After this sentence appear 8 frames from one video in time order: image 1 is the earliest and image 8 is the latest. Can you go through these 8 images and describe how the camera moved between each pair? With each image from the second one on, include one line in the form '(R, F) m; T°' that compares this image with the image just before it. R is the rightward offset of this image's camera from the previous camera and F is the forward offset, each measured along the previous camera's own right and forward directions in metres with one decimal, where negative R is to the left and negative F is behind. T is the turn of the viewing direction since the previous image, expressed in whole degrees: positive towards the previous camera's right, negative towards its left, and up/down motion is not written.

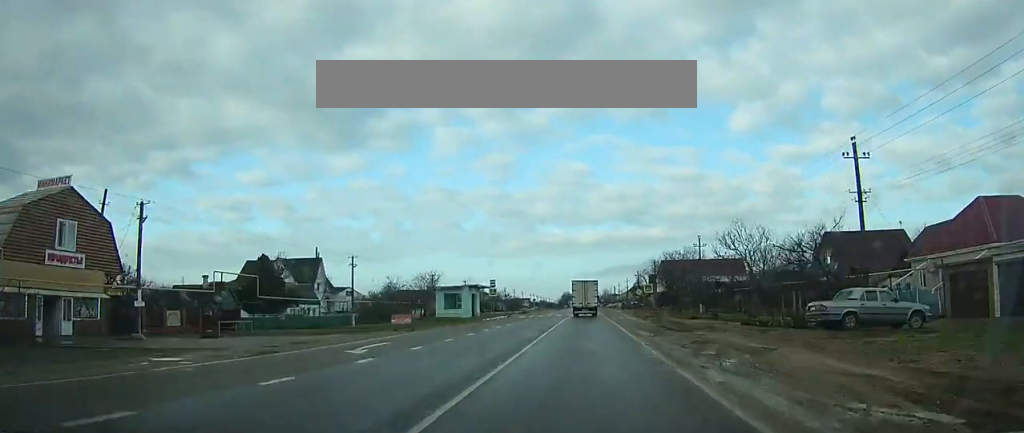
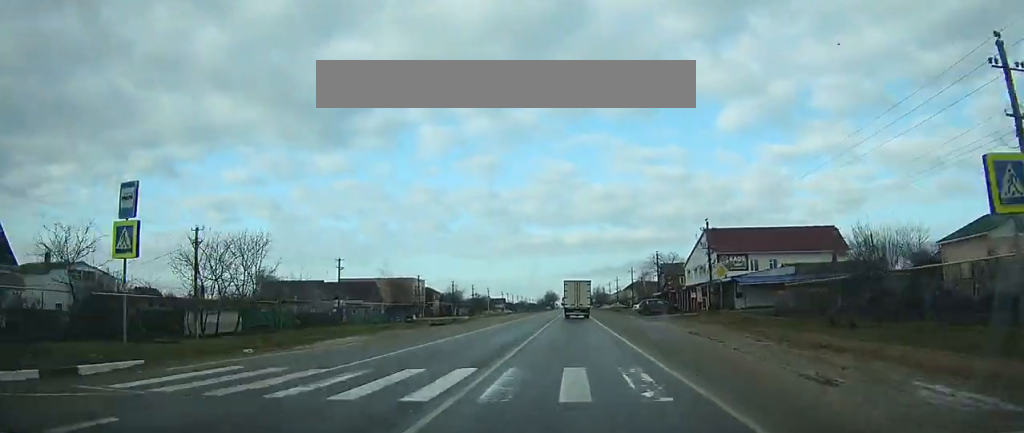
(+0.6, +57.0) m; +1°
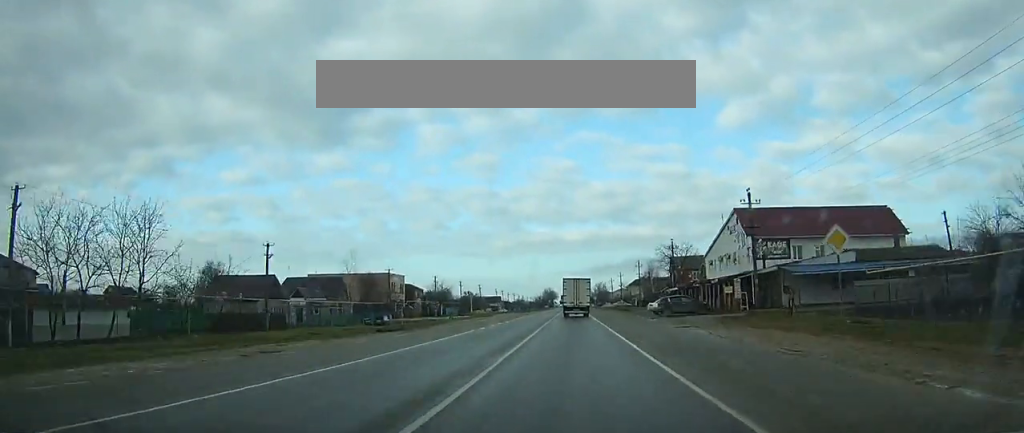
(+0.1, +14.6) m; 0°
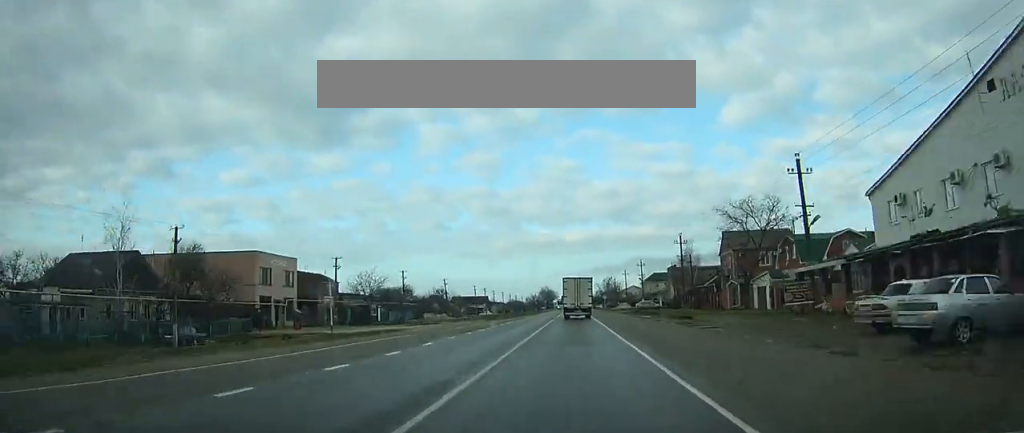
(-0.2, +44.4) m; 0°
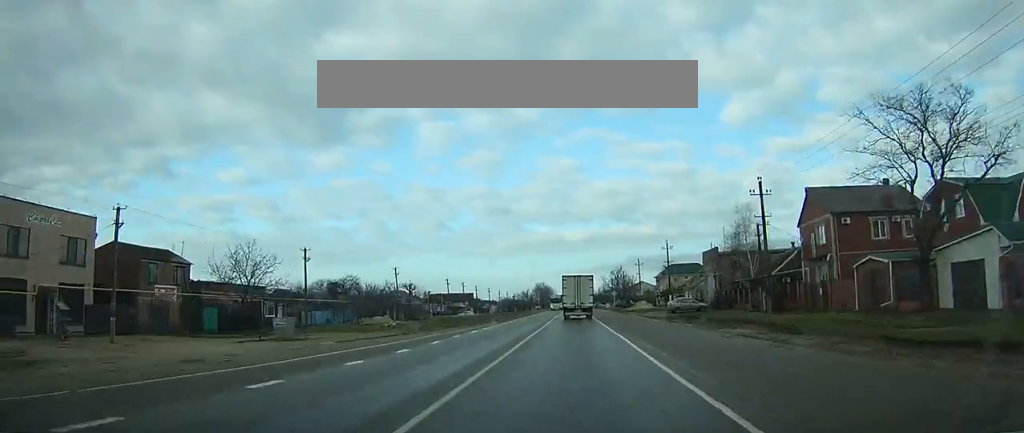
(0.0, +31.0) m; 0°
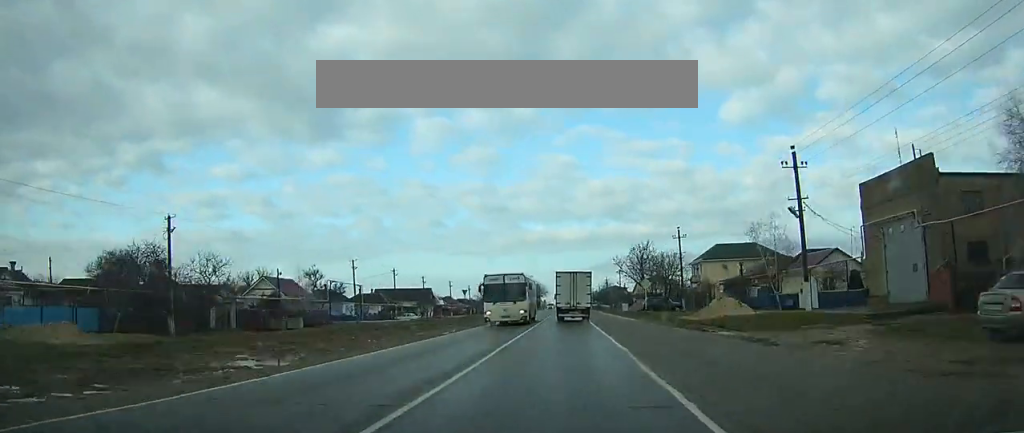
(-0.2, +47.0) m; -1°
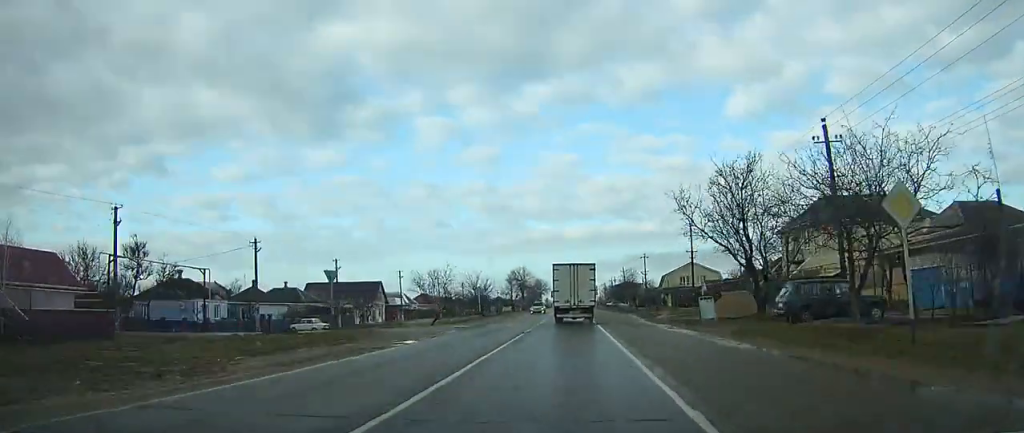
(-0.3, +37.5) m; -1°
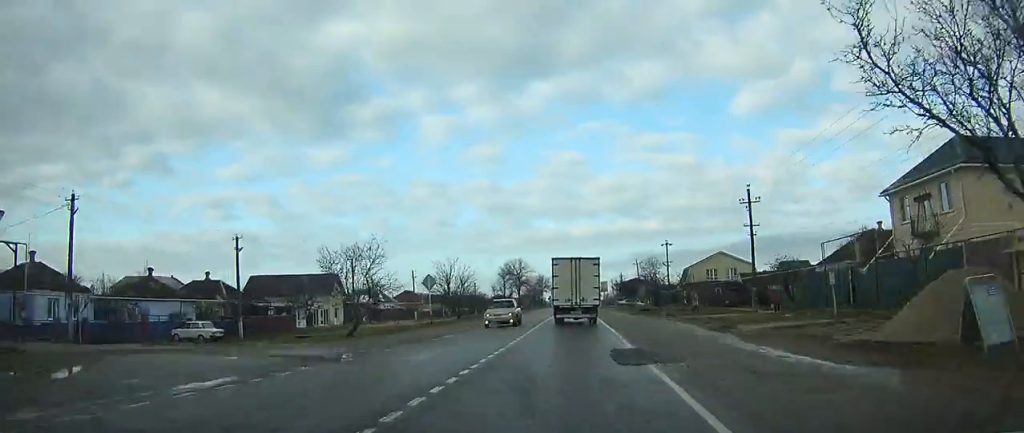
(-0.1, +18.9) m; 0°
